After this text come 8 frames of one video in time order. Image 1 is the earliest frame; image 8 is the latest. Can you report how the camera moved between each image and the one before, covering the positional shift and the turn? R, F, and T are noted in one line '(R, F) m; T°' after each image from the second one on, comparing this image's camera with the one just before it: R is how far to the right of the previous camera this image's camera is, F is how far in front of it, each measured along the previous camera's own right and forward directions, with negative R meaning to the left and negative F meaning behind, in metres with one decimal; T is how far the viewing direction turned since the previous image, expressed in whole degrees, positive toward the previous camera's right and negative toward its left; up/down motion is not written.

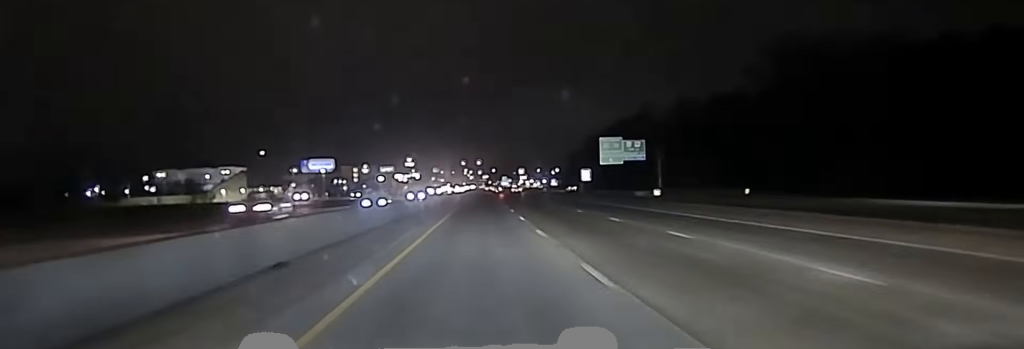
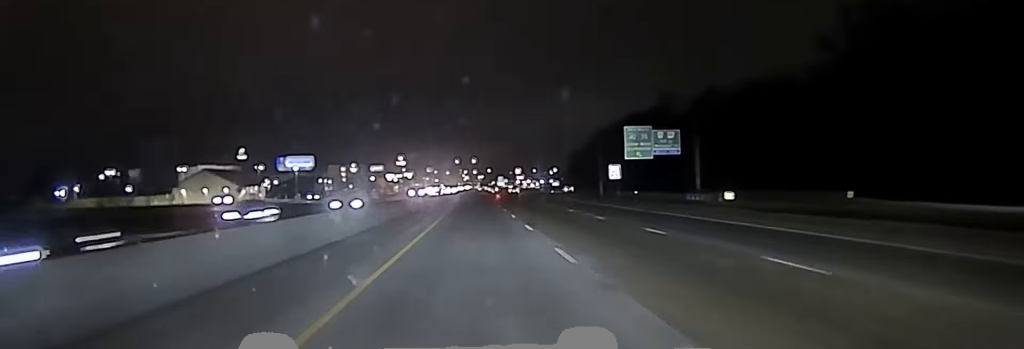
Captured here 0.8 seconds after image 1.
(0.0, +32.8) m; 0°
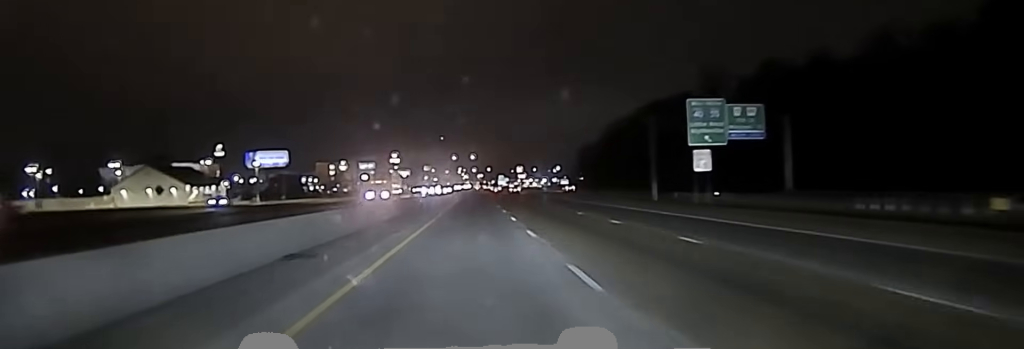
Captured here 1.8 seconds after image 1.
(+0.1, +45.4) m; 0°
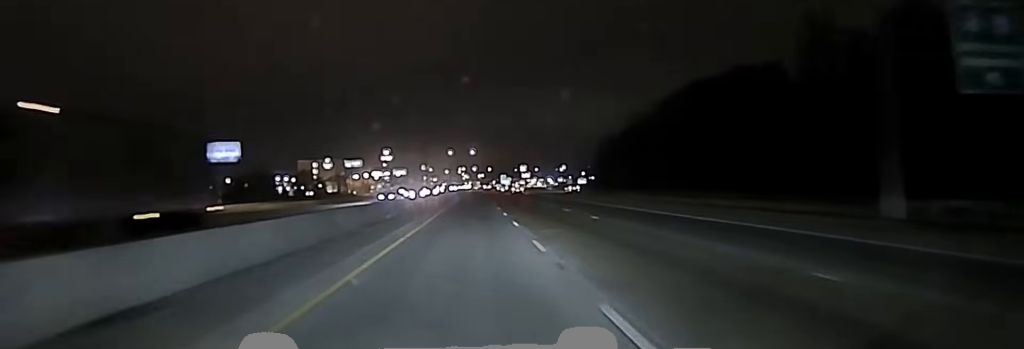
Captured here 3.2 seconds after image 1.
(+0.2, +59.6) m; 0°
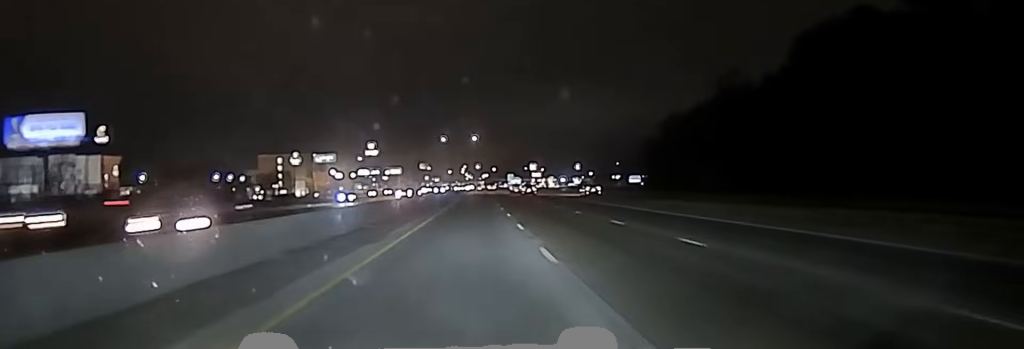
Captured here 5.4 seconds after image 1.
(-0.2, +91.7) m; 0°
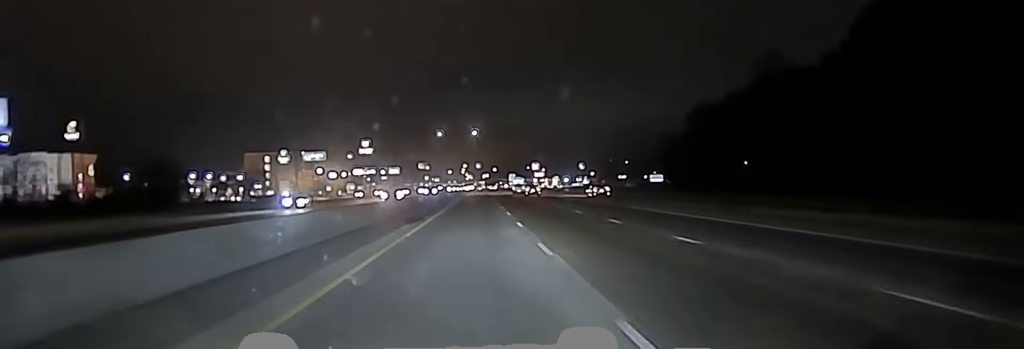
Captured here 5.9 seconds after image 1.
(0.0, +22.1) m; 0°
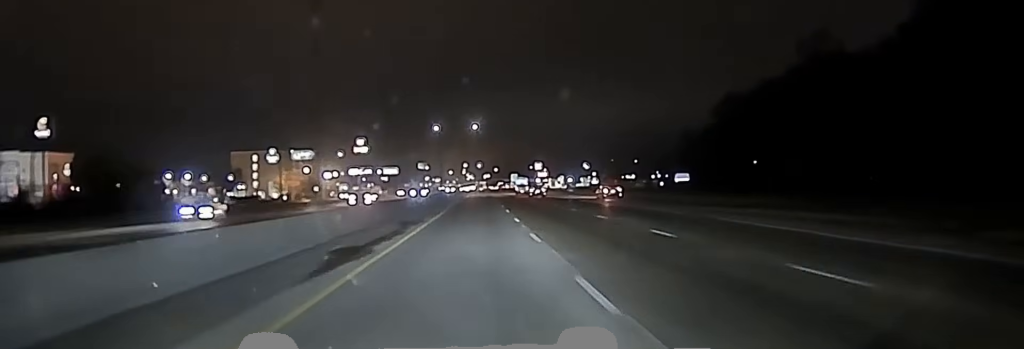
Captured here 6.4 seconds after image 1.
(0.0, +19.4) m; 0°
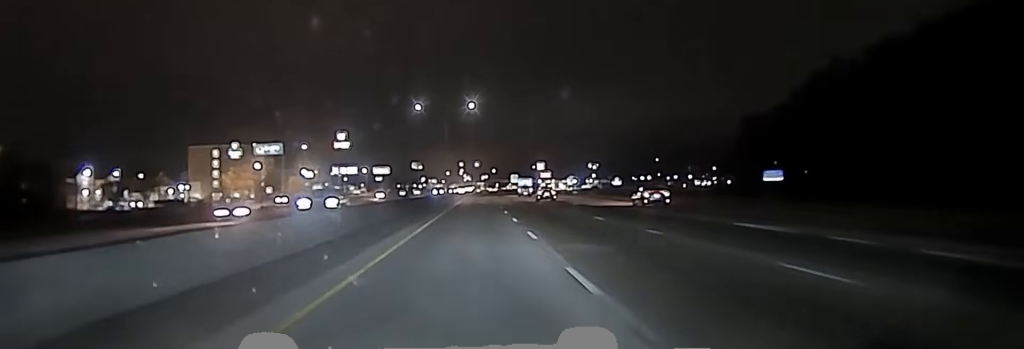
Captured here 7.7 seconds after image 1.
(-0.2, +51.9) m; -1°
